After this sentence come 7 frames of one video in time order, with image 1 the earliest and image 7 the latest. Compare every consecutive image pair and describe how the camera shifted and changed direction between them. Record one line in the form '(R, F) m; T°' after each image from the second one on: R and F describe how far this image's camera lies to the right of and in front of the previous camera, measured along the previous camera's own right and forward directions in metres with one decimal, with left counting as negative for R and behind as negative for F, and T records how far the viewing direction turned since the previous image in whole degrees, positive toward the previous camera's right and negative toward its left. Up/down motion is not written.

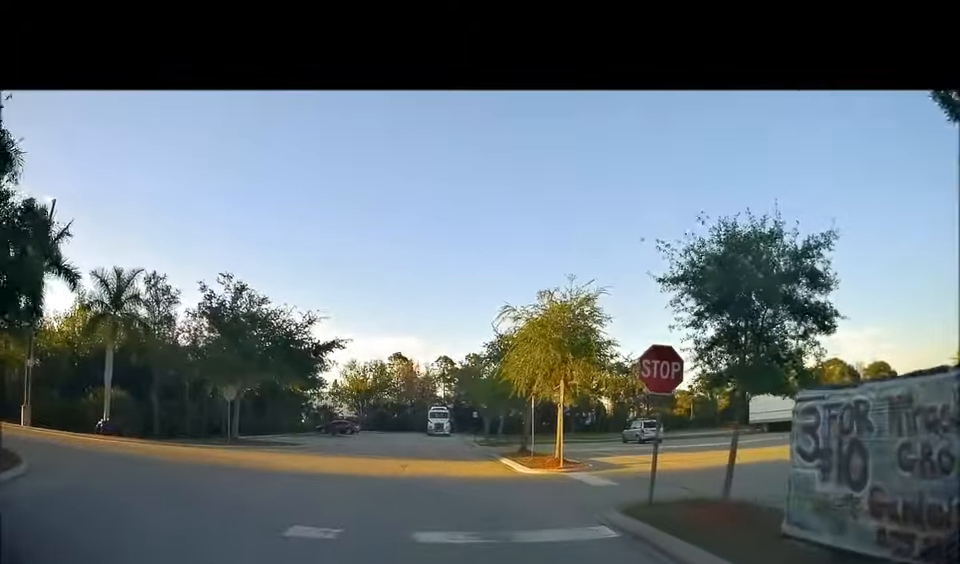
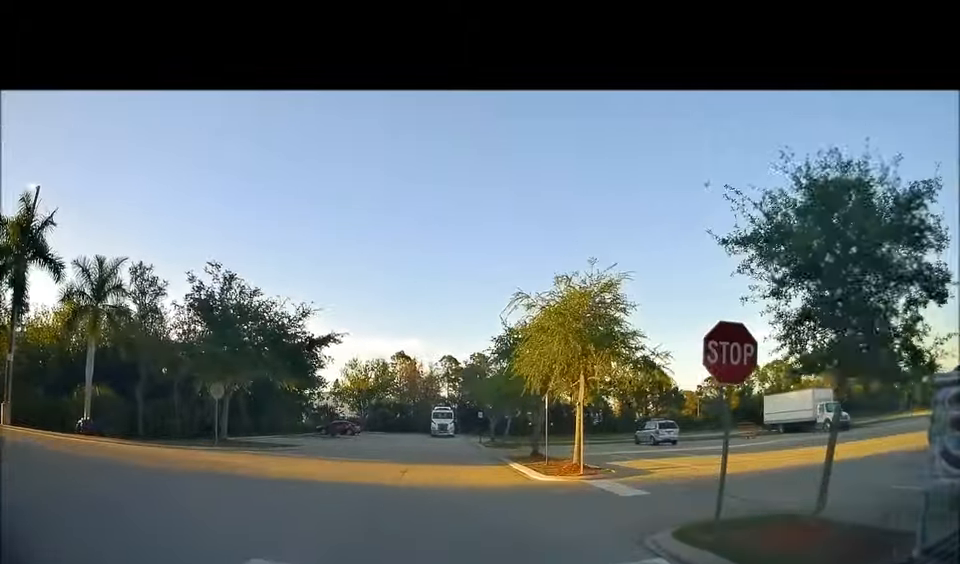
(0.0, +2.7) m; +1°
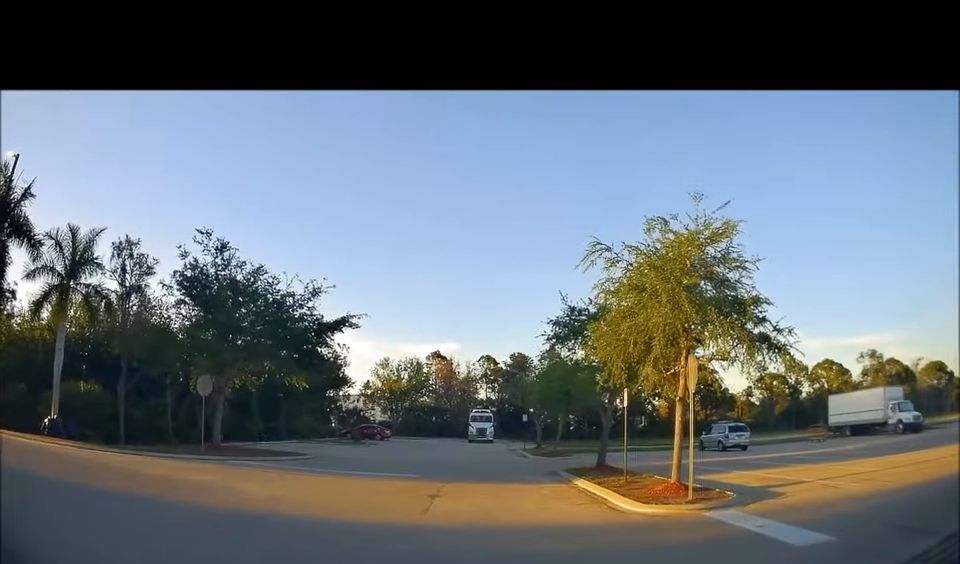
(+0.5, +6.7) m; -6°
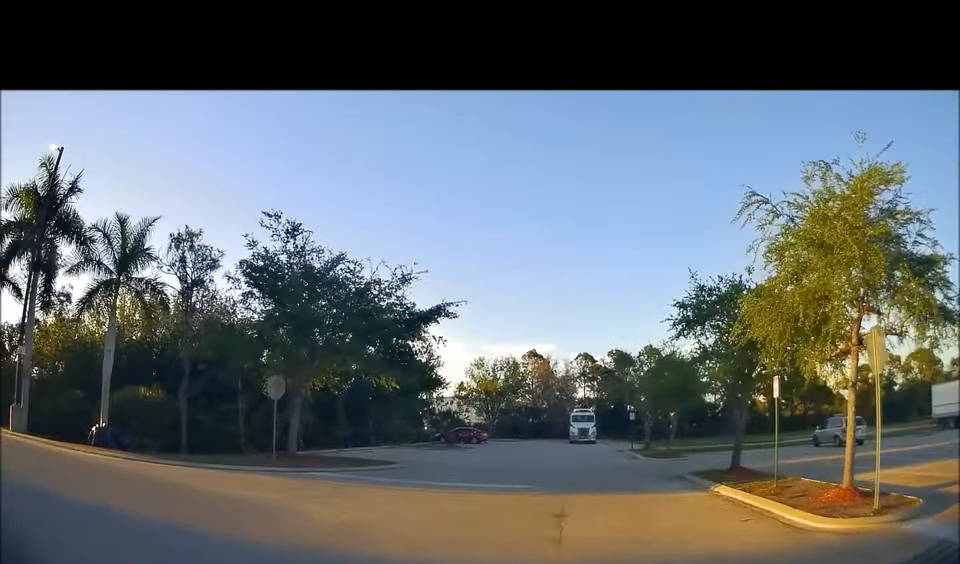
(-0.8, +2.8) m; -20°
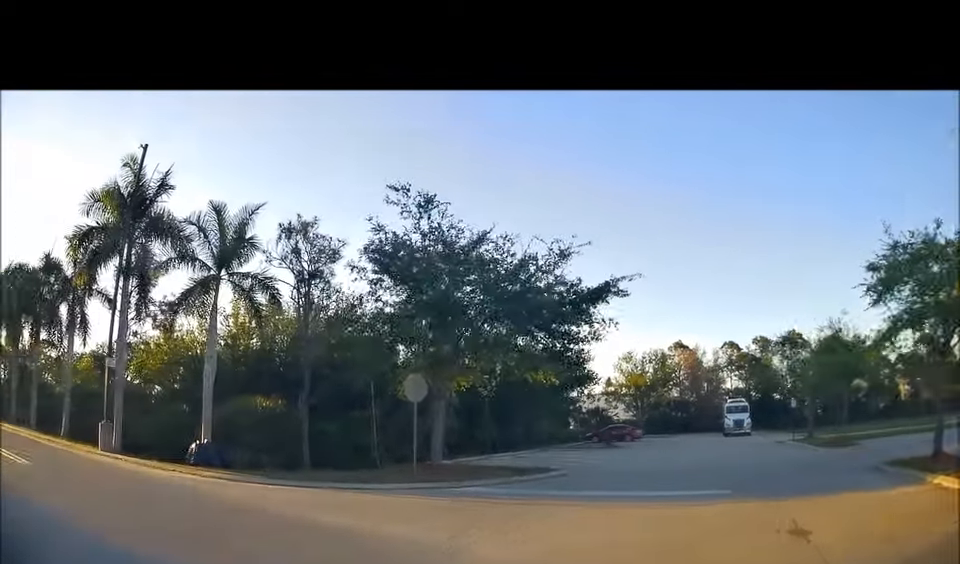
(0.0, +2.8) m; -15°
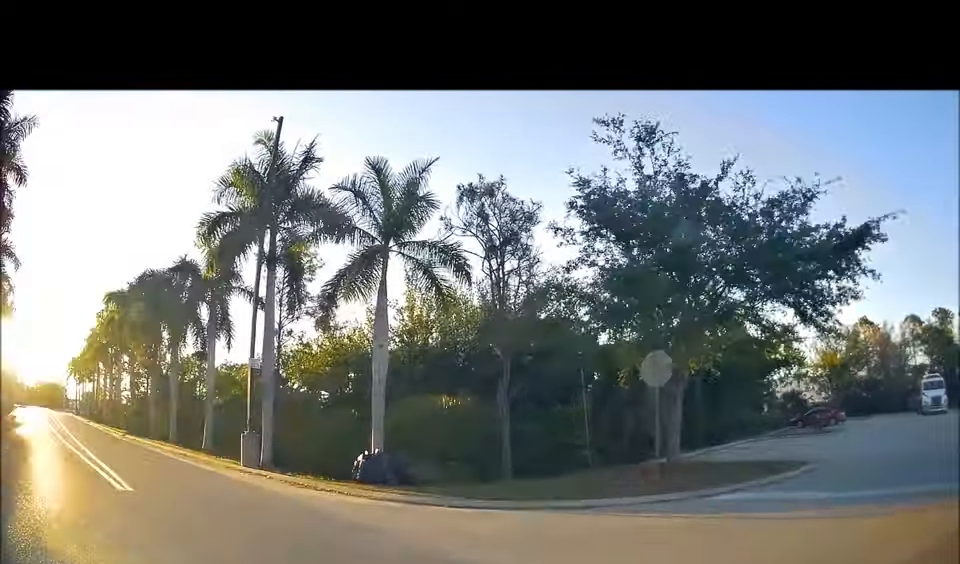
(-0.7, +3.9) m; -21°
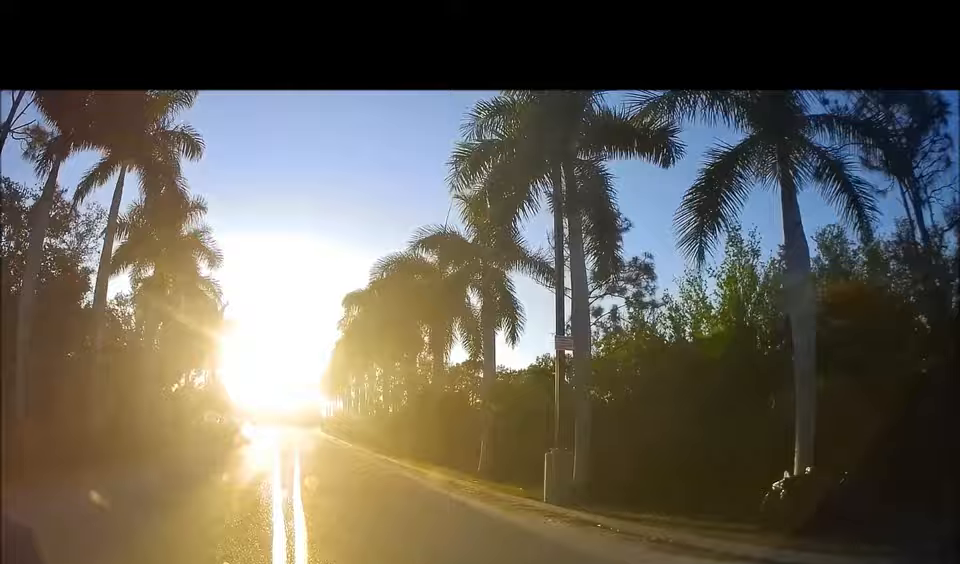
(-1.6, +6.7) m; -18°
